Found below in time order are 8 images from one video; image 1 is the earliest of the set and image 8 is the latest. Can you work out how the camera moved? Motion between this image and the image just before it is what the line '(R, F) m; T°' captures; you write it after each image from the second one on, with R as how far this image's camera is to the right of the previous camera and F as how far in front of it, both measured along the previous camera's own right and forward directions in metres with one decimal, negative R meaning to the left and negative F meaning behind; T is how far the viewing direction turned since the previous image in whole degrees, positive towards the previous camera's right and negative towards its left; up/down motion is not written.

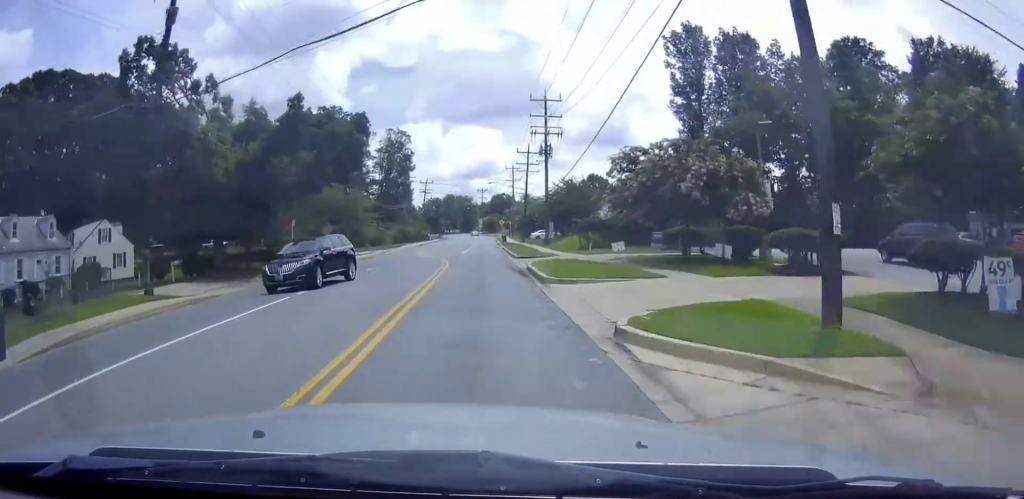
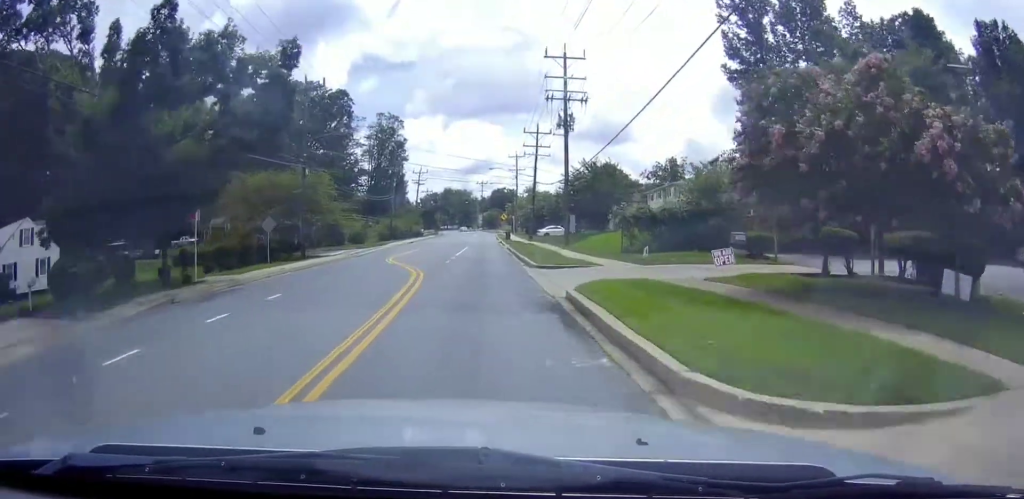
(0.0, +13.6) m; +1°
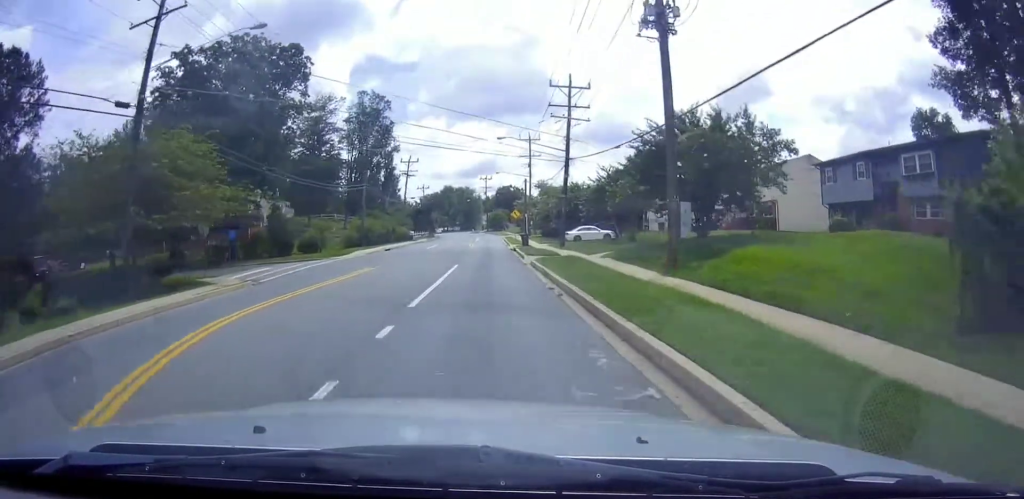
(+0.6, +23.4) m; +1°
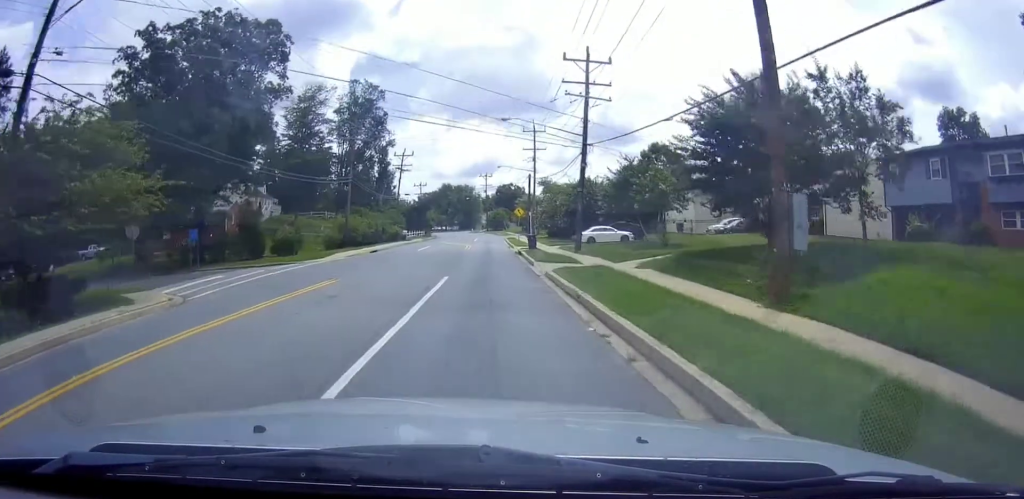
(-0.3, +7.8) m; 0°
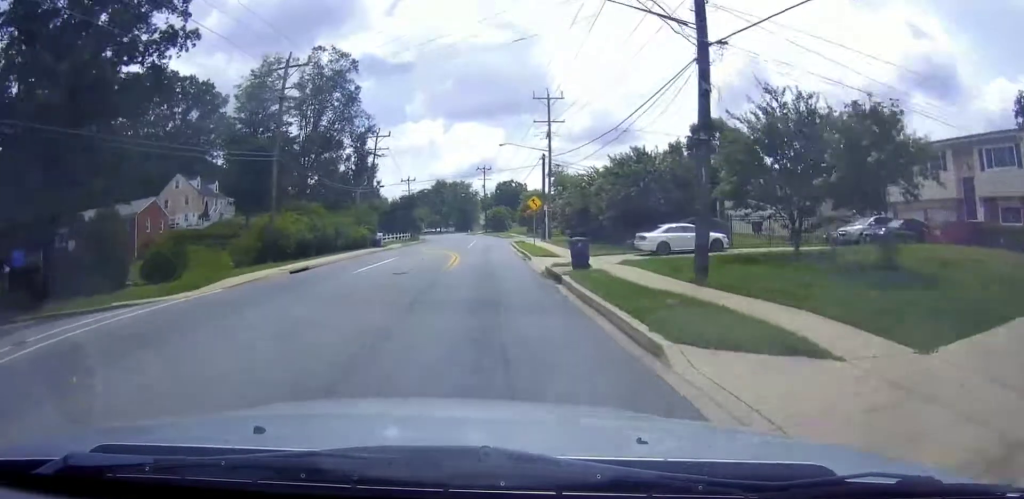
(+0.3, +20.6) m; +1°
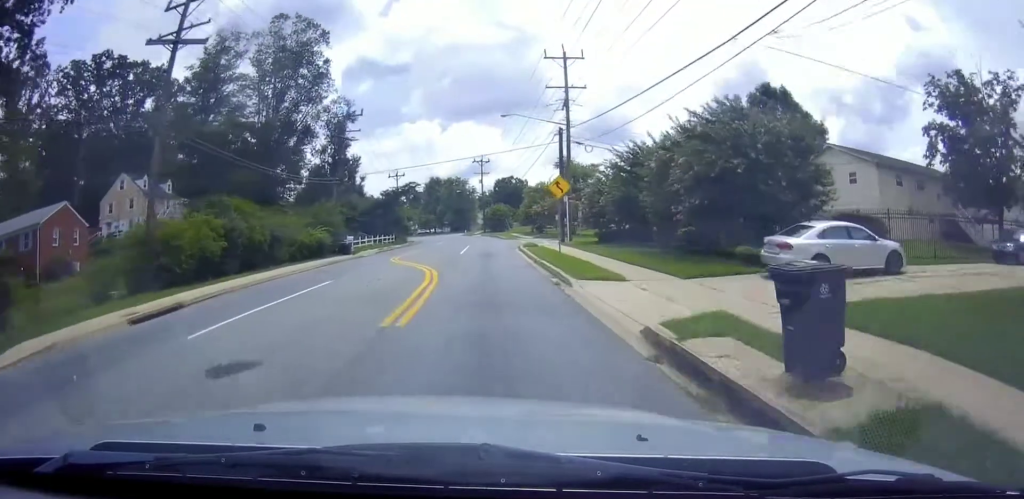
(-0.2, +14.8) m; +1°
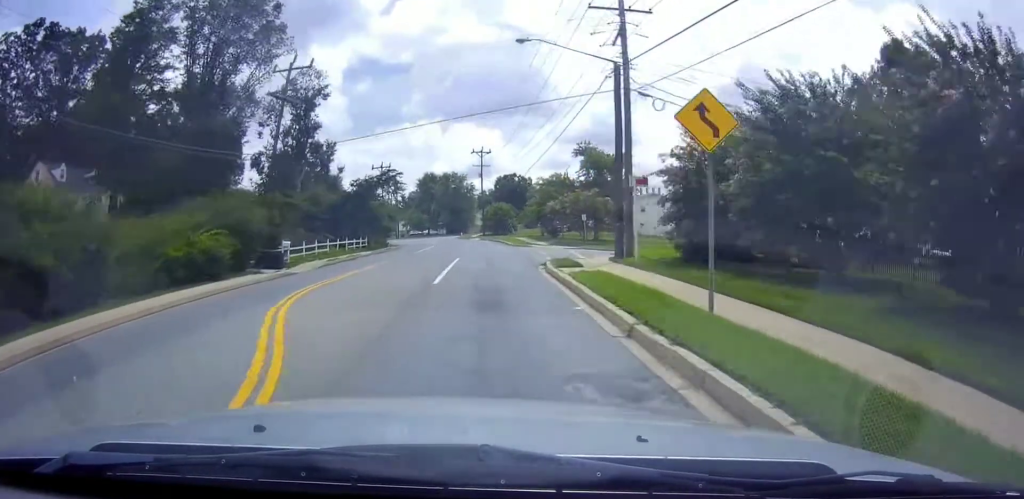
(+0.5, +17.7) m; +3°
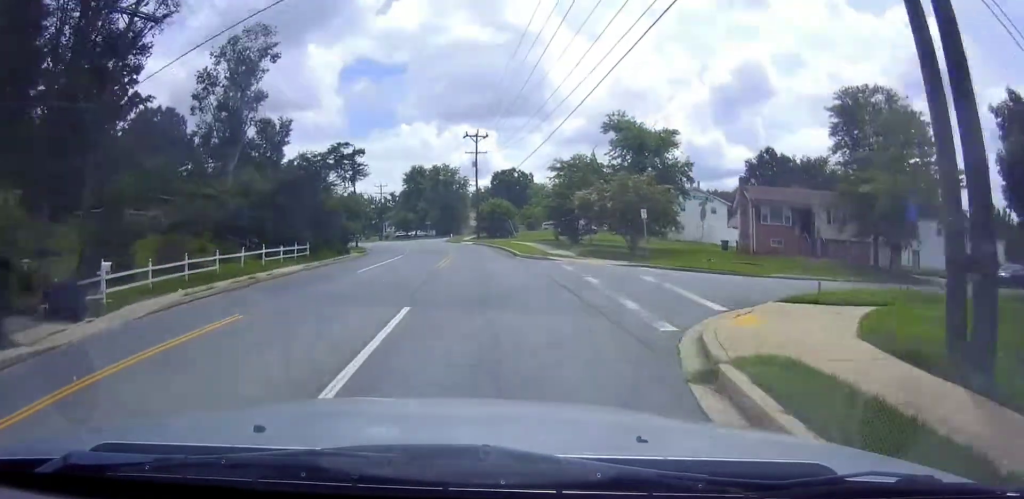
(-0.2, +19.1) m; -4°
